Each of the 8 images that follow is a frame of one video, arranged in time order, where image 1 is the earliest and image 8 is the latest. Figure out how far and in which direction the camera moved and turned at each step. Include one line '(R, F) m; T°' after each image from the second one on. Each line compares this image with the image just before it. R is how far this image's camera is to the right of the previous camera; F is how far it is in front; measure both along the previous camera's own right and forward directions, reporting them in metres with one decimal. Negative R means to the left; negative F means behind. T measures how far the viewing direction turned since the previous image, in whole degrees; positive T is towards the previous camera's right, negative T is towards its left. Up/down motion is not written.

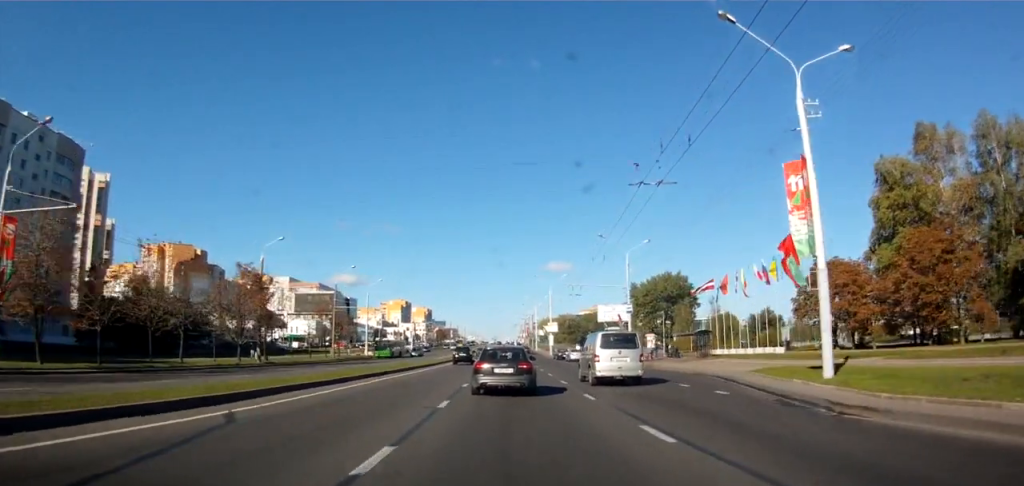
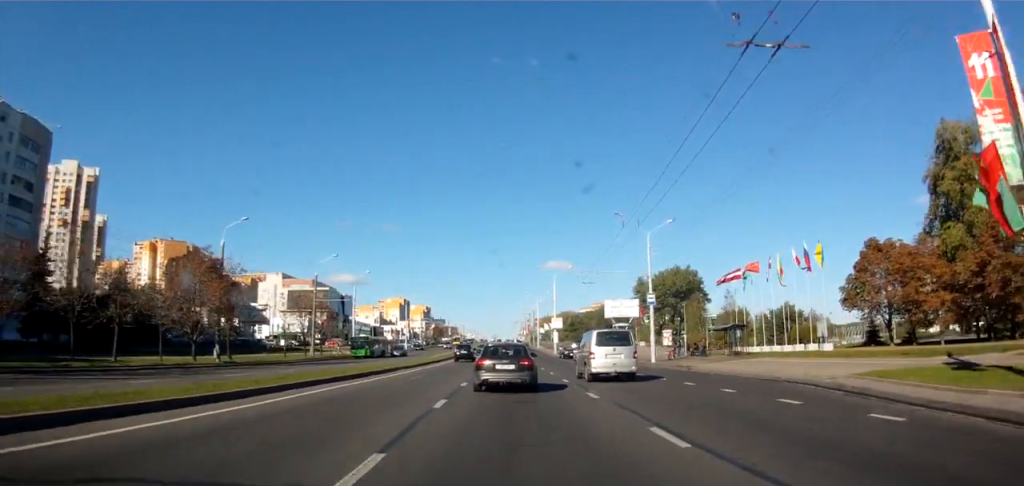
(-0.2, +8.5) m; 0°
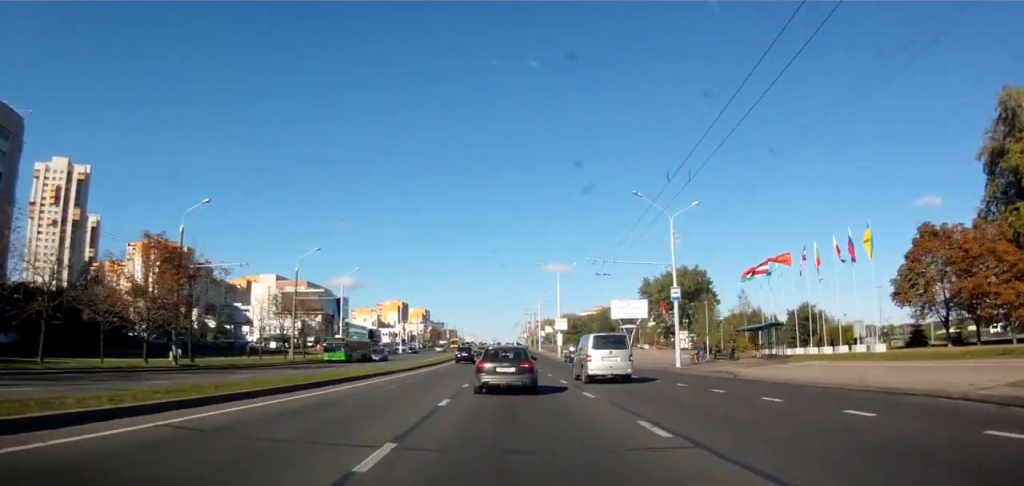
(-0.3, +7.2) m; 0°
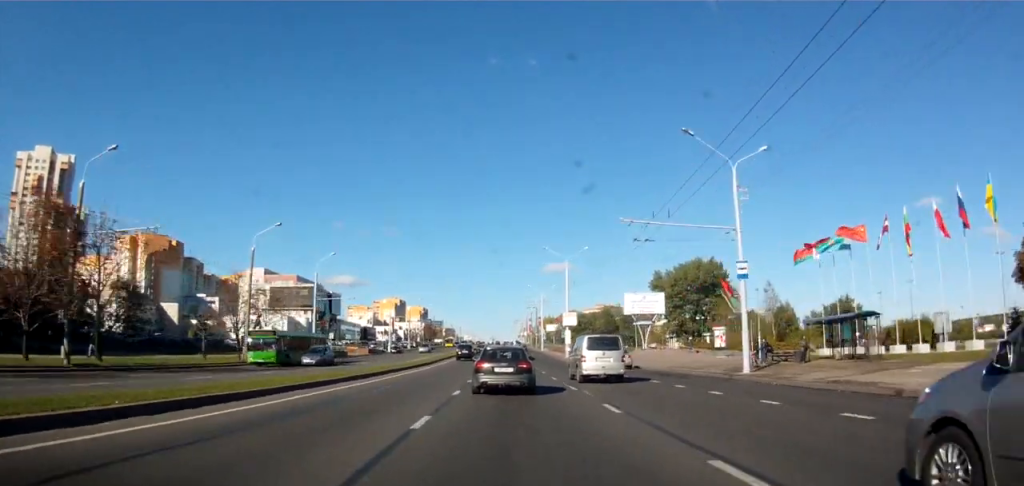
(+0.3, +11.8) m; 0°
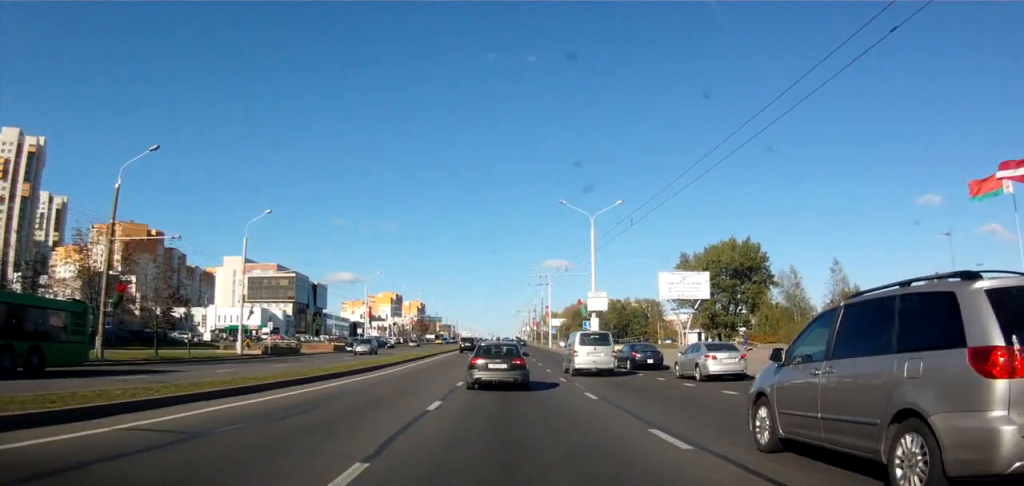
(-0.3, +21.7) m; 0°
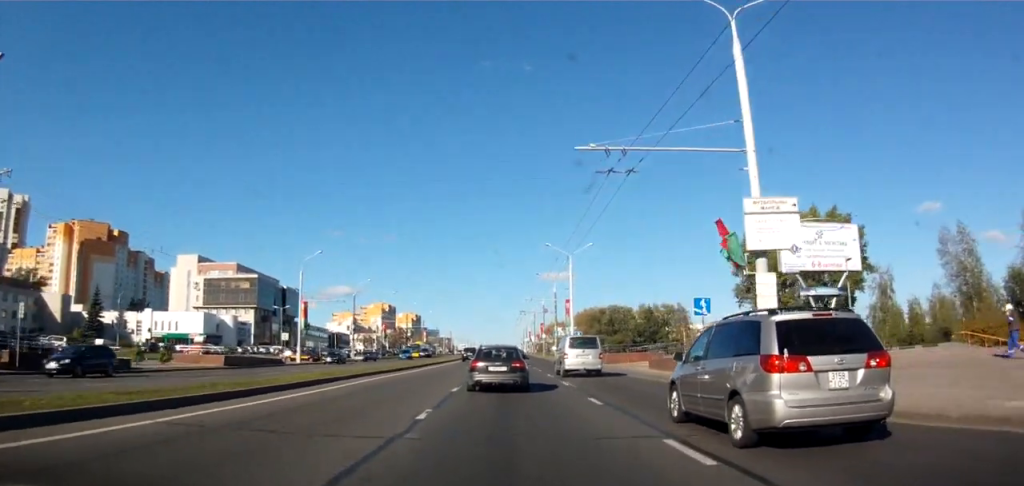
(-0.1, +33.1) m; 0°
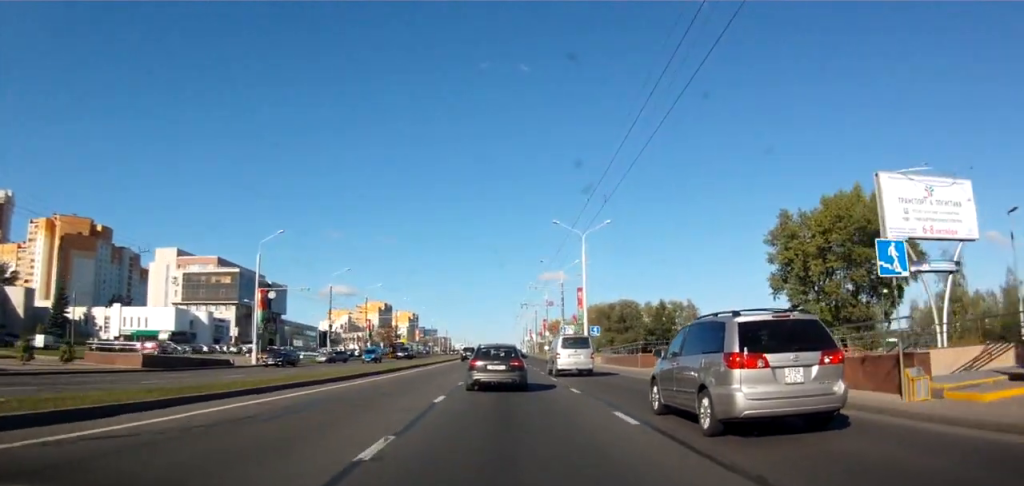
(+0.4, +11.9) m; +1°
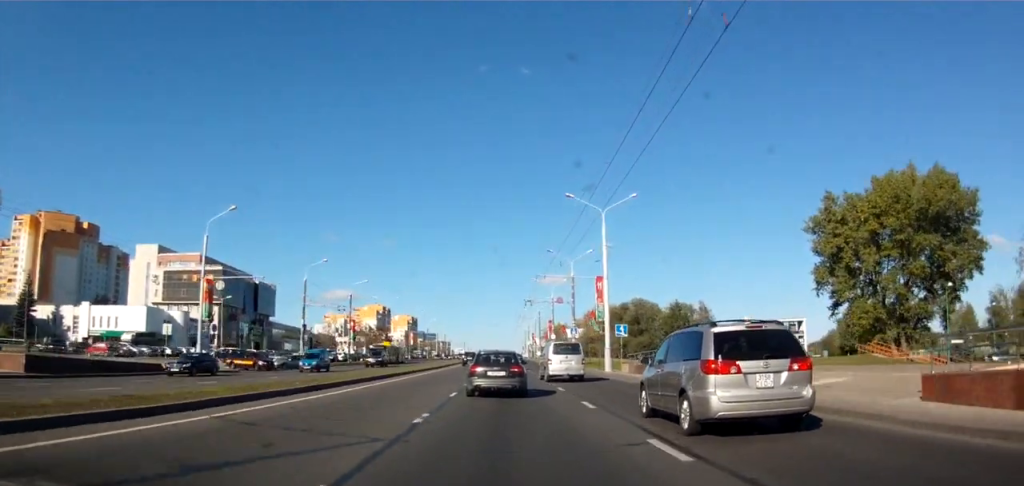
(+0.1, +11.3) m; 0°
